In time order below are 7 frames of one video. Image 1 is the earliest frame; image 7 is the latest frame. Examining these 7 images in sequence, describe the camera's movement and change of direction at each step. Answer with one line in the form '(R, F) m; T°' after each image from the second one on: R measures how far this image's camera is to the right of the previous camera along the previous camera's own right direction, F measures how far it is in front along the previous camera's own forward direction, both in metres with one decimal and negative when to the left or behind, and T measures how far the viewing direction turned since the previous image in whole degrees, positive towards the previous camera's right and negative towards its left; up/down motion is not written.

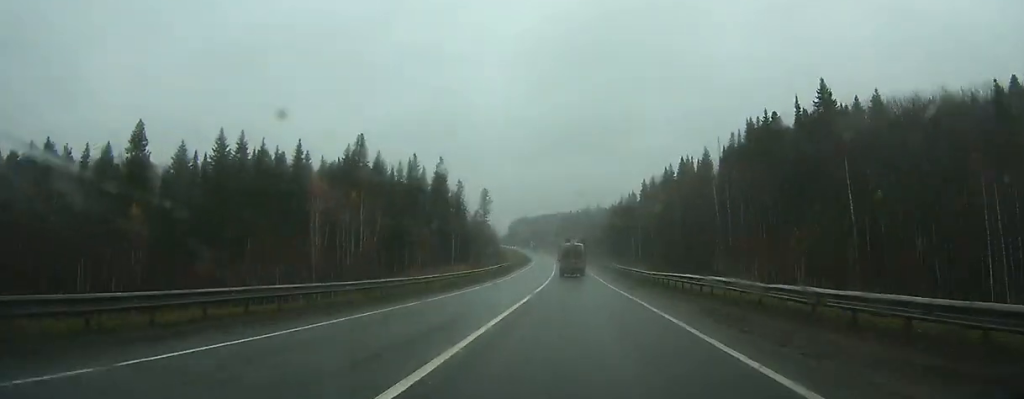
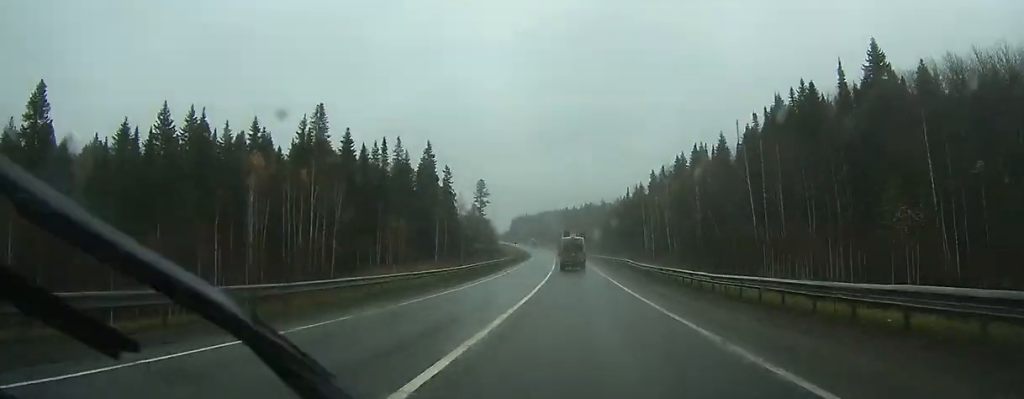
(-0.2, +17.6) m; 0°
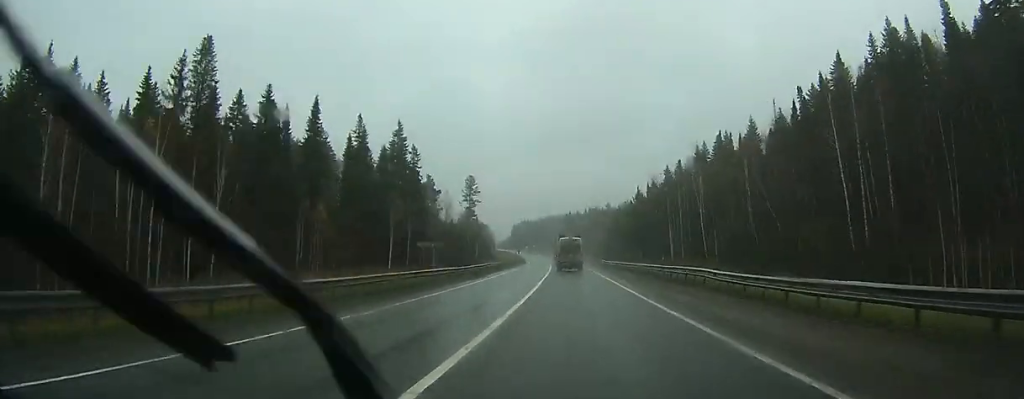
(+0.4, +28.1) m; -1°
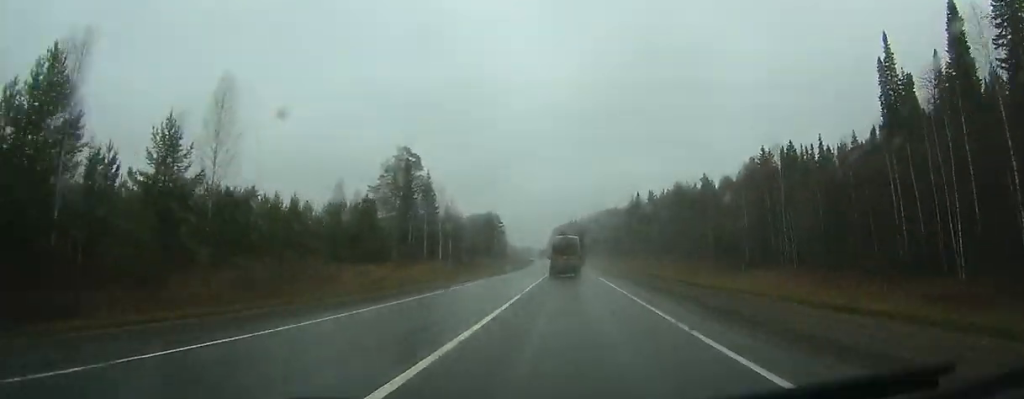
(-7.1, +168.5) m; -5°
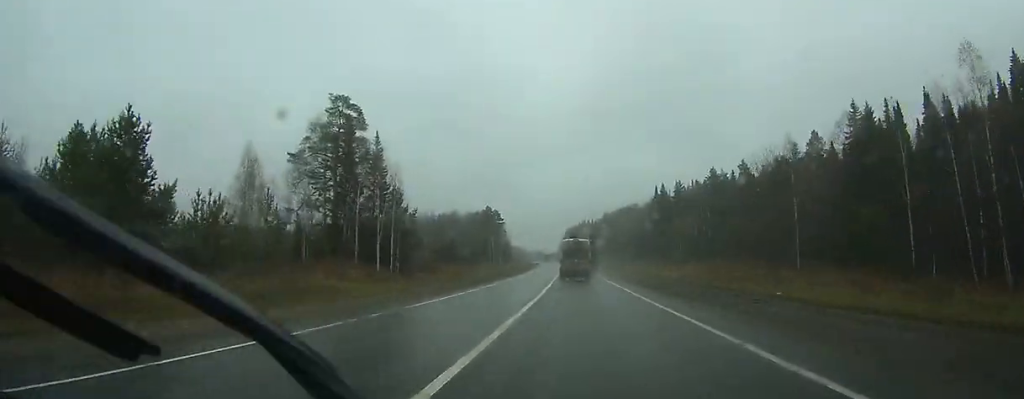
(-0.6, +39.0) m; -1°
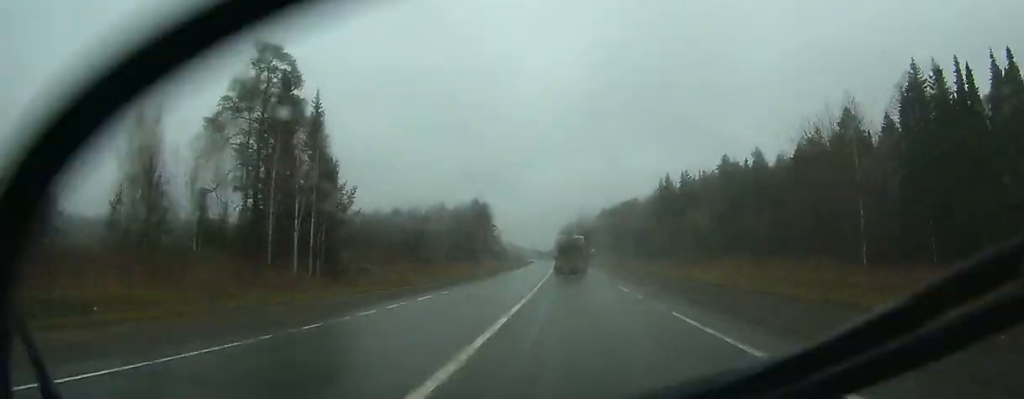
(-0.1, +19.3) m; -1°
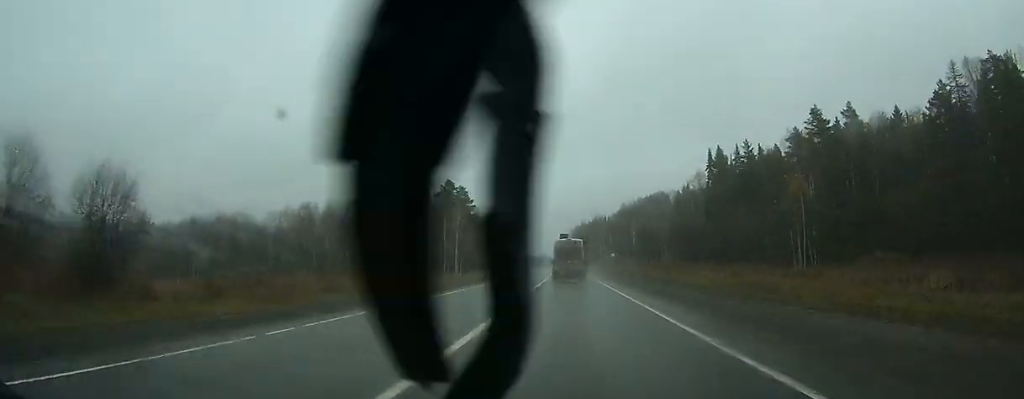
(-0.3, +56.7) m; -1°
